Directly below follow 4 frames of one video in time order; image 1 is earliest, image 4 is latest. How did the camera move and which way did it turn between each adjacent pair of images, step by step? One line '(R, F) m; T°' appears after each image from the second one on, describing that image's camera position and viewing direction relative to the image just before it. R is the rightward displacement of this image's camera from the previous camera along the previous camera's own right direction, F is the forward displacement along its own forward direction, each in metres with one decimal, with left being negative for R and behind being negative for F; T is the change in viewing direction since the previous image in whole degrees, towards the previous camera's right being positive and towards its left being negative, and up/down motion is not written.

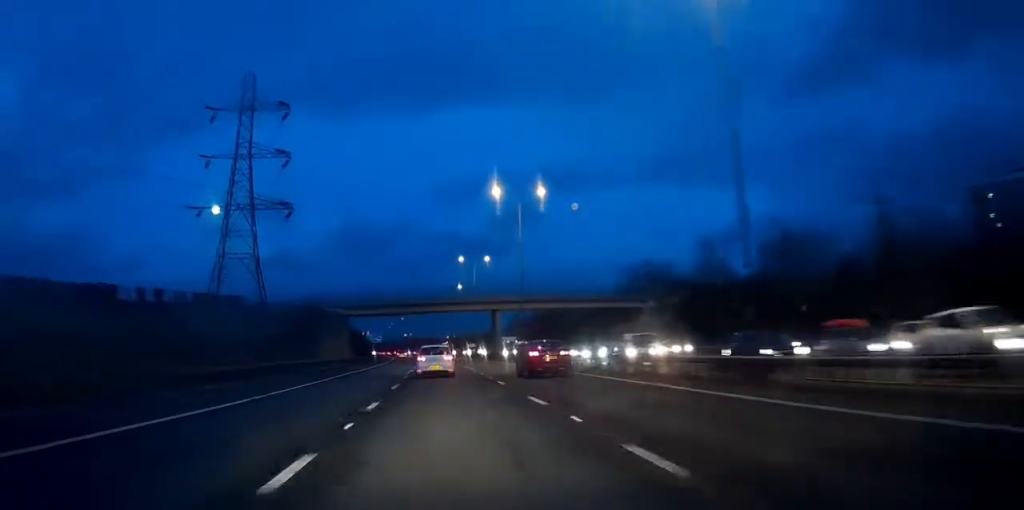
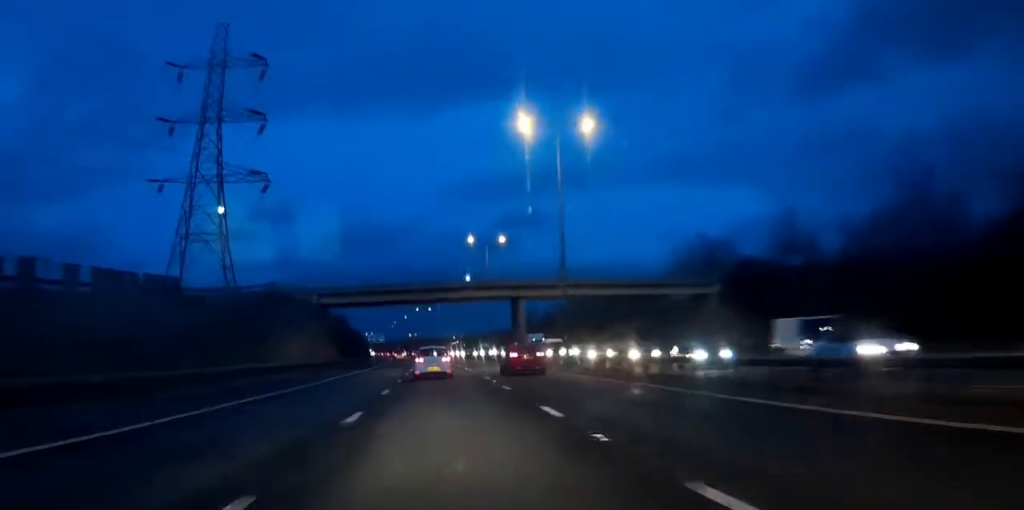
(-0.1, +20.2) m; -1°
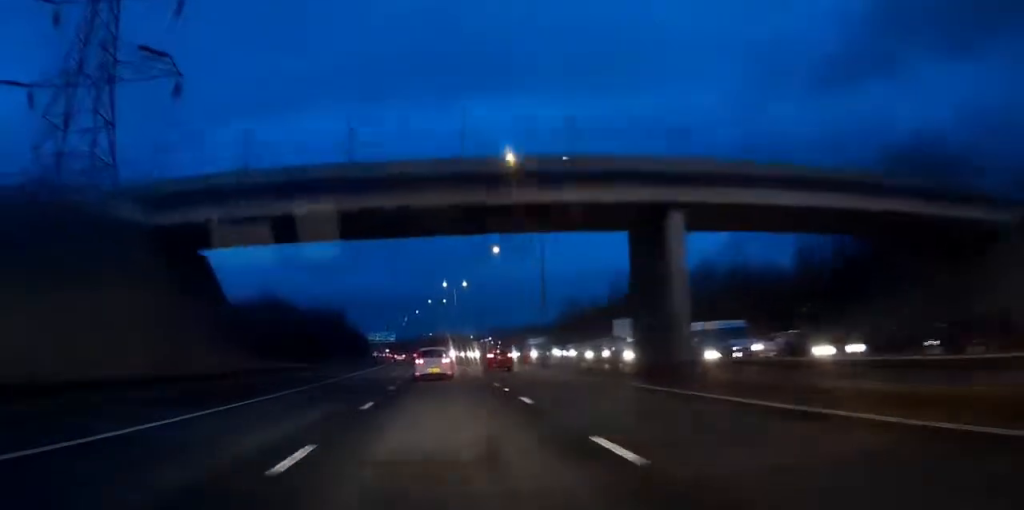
(-0.7, +40.9) m; -2°
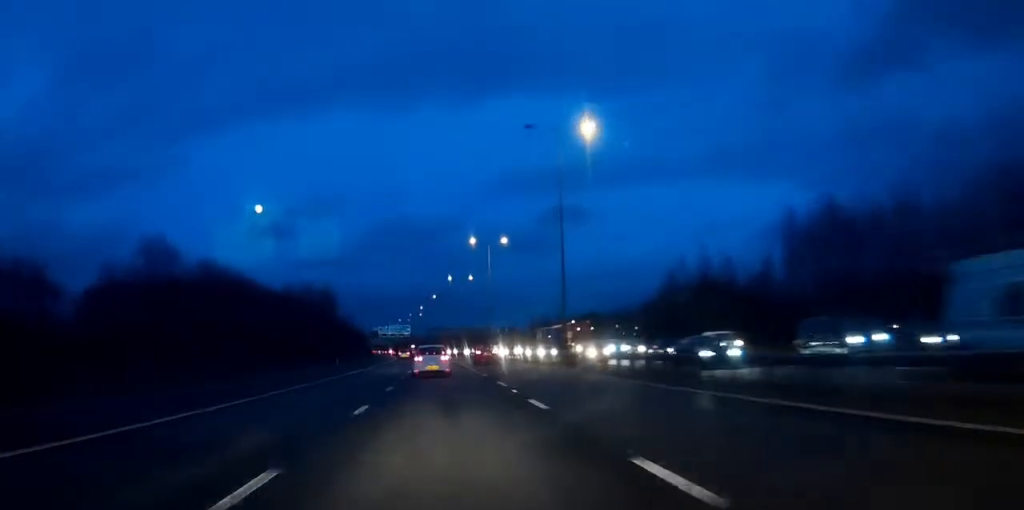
(-0.5, +55.8) m; -2°
